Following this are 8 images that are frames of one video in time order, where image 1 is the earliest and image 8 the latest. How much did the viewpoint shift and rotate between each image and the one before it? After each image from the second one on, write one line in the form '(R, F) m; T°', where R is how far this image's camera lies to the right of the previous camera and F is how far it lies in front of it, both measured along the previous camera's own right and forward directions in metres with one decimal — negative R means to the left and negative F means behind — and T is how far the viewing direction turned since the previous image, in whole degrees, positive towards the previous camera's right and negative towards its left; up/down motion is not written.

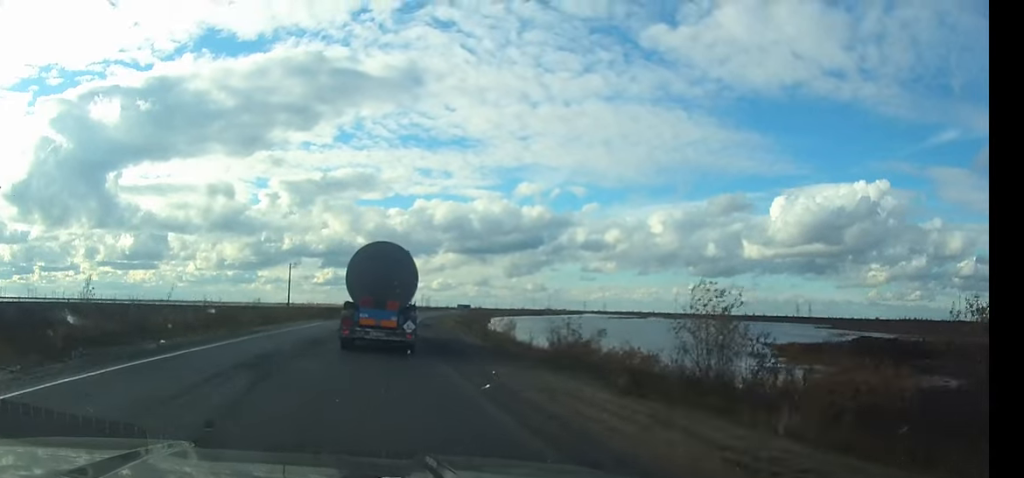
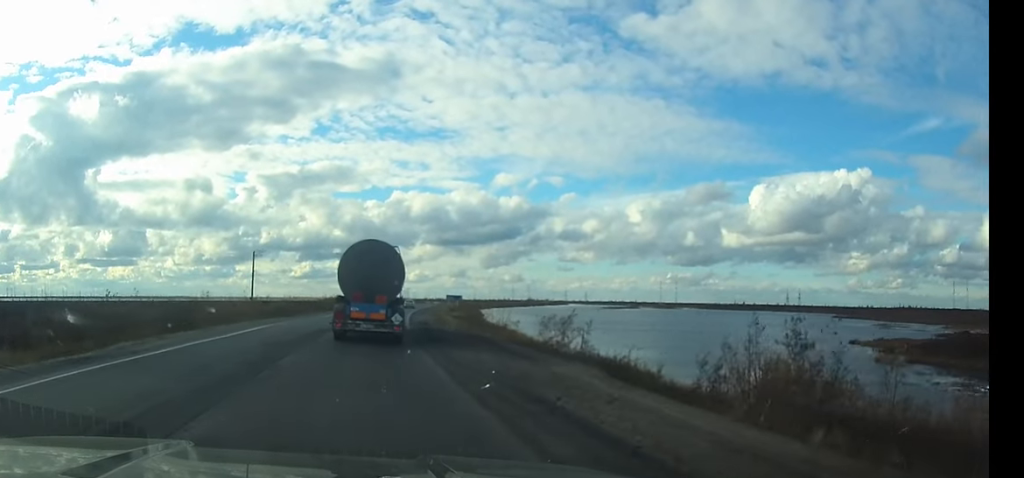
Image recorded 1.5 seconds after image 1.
(+0.5, +20.6) m; +2°
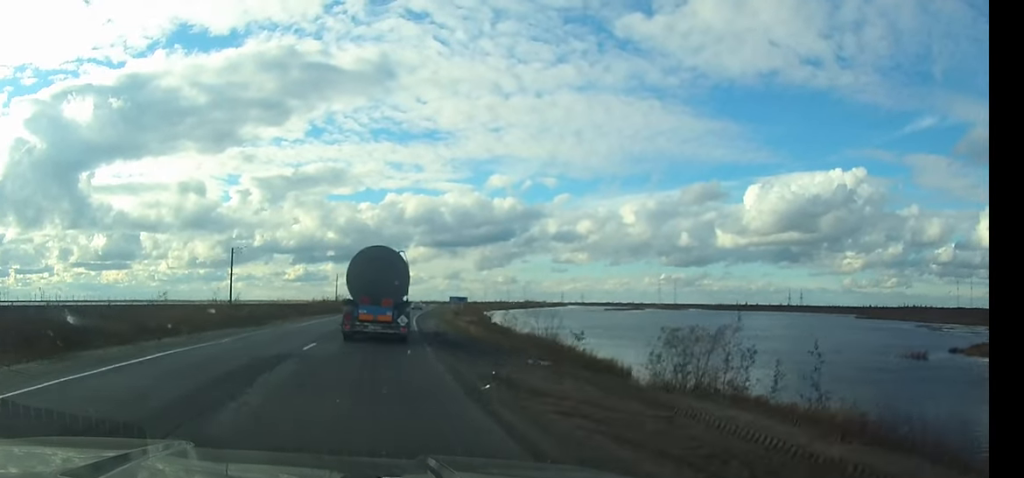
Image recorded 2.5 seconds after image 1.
(+0.1, +16.7) m; +1°
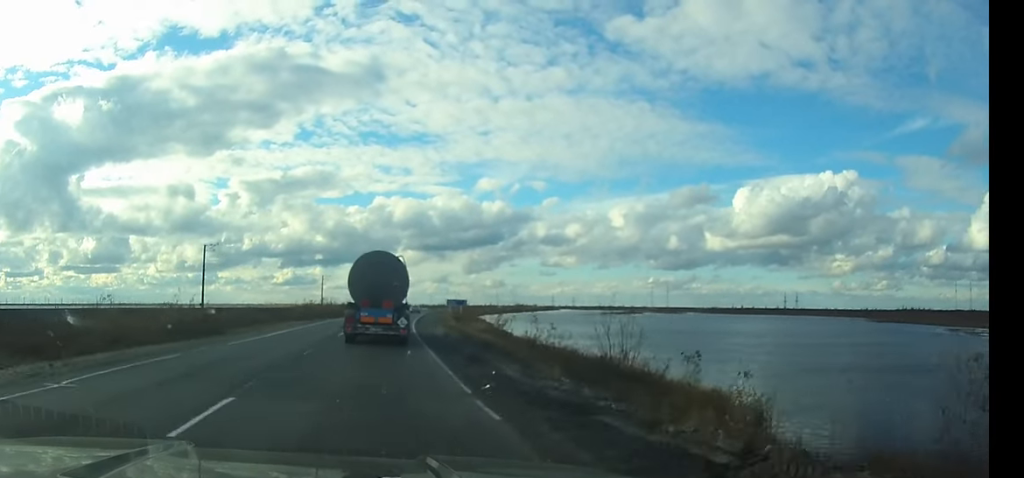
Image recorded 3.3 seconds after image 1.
(+0.2, +13.6) m; +1°
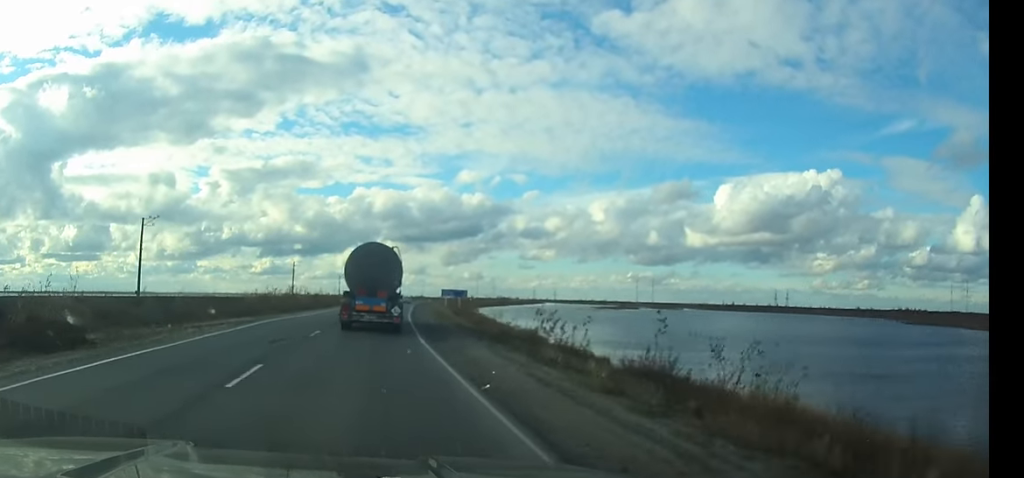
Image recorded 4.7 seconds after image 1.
(+0.4, +22.8) m; +2°
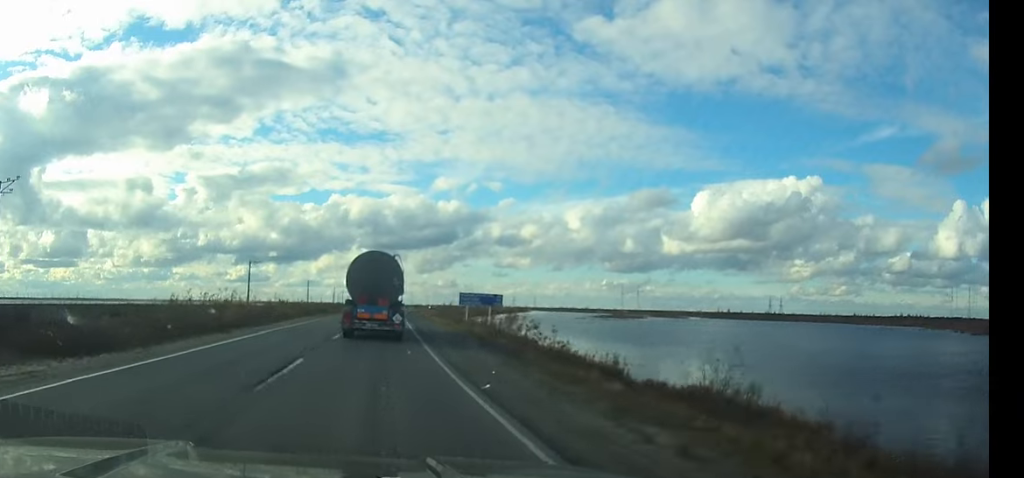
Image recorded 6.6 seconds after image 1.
(+0.7, +32.8) m; +3°
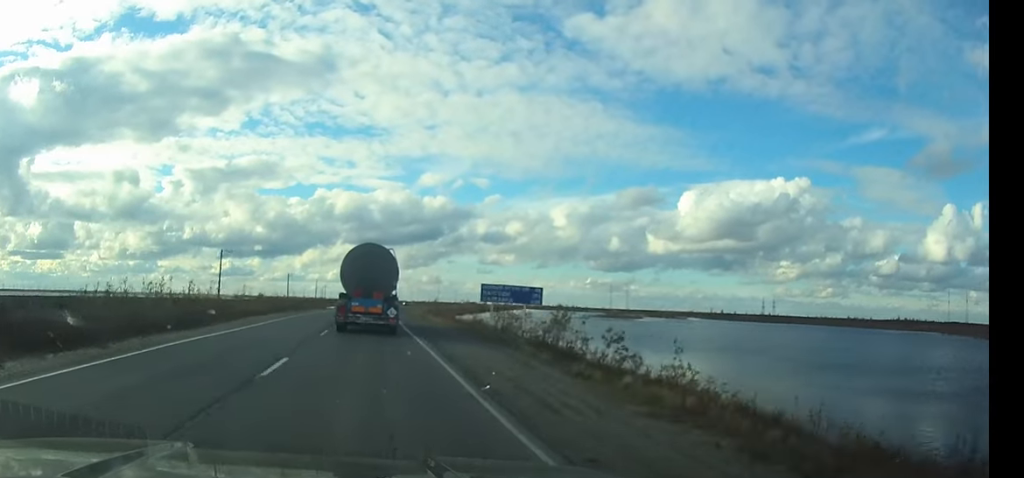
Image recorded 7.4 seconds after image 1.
(+0.2, +14.3) m; +1°
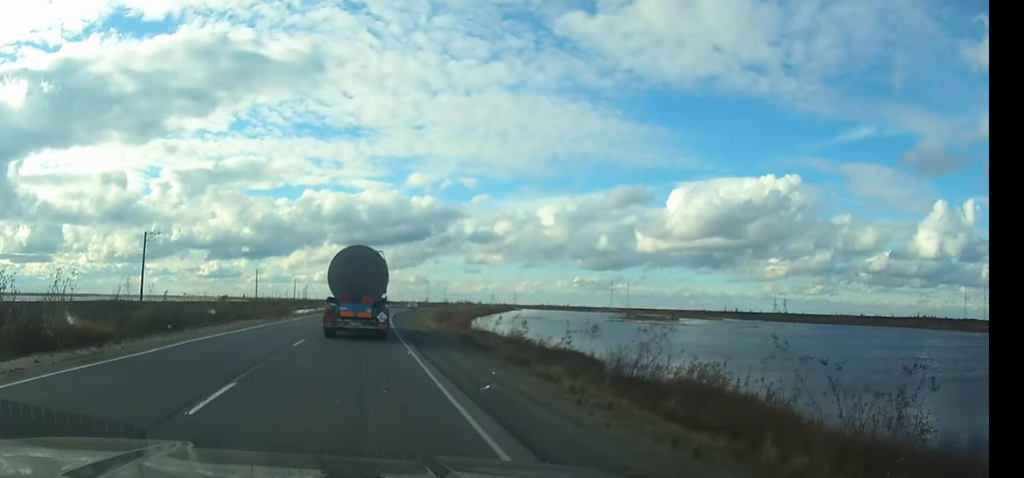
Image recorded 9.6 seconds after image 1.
(+0.5, +39.4) m; +1°
